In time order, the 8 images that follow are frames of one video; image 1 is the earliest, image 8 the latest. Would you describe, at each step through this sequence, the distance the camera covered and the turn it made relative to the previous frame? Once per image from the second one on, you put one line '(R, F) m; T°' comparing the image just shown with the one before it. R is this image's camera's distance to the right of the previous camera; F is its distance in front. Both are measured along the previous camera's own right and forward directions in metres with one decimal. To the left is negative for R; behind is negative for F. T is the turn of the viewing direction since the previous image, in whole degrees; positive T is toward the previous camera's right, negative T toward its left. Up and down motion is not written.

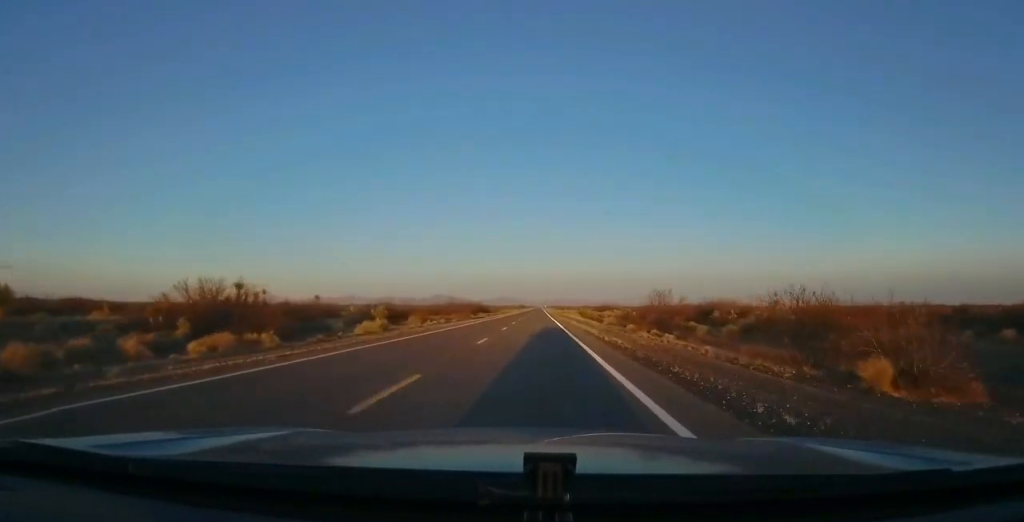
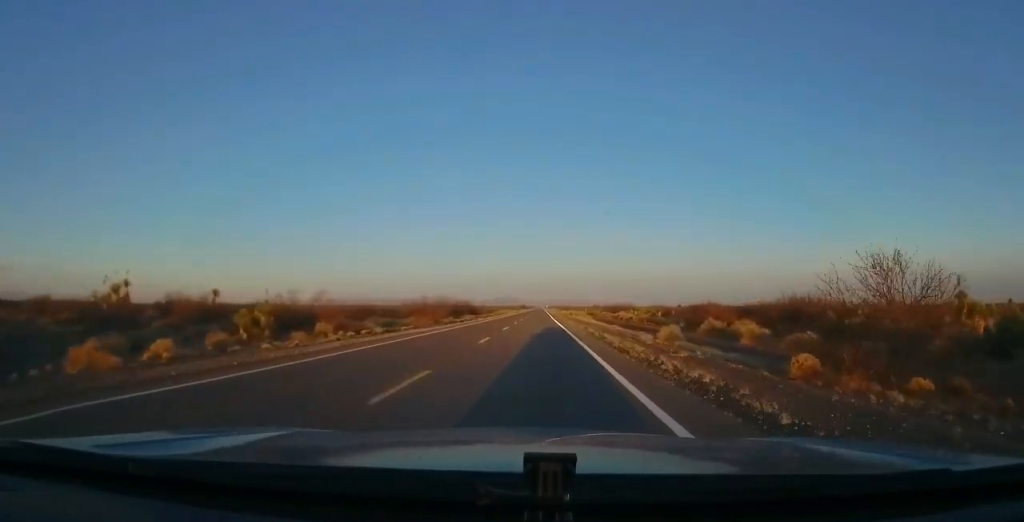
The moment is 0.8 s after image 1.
(+0.1, +23.3) m; +1°
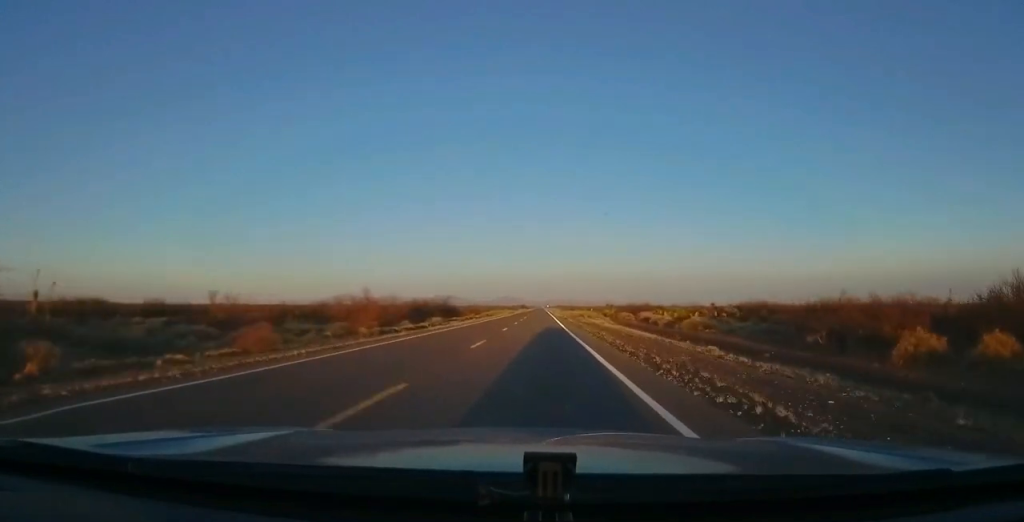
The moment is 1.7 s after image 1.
(+0.2, +26.2) m; +1°
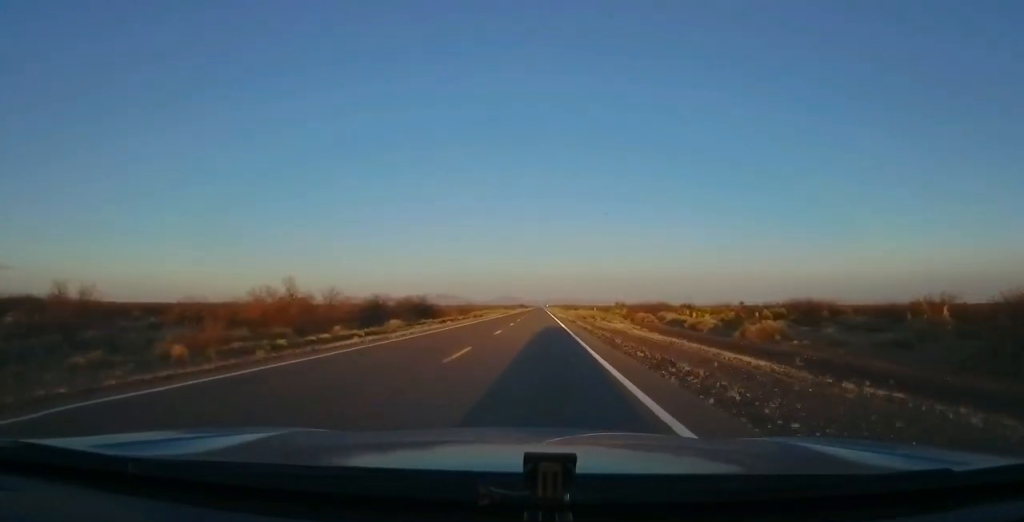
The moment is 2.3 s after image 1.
(0.0, +16.5) m; 0°
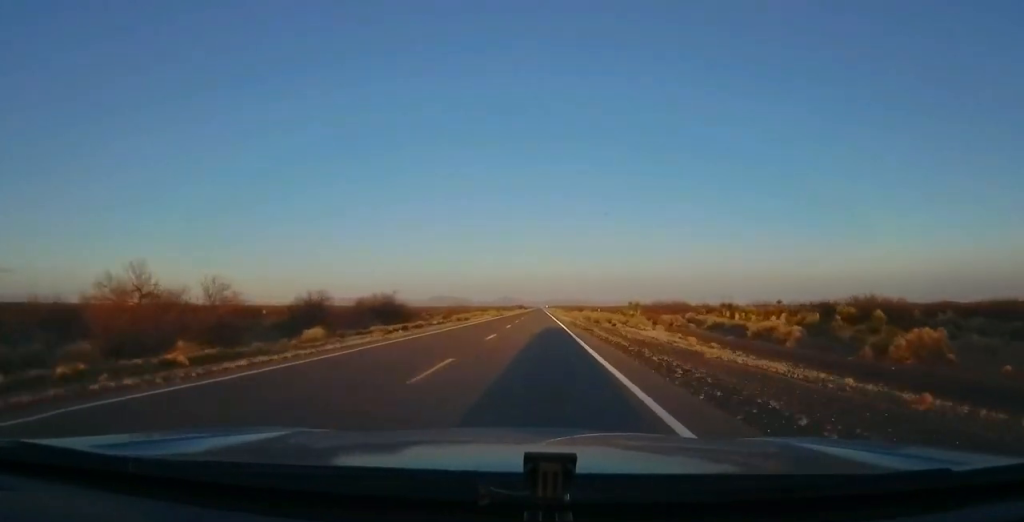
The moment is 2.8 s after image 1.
(0.0, +15.5) m; -1°
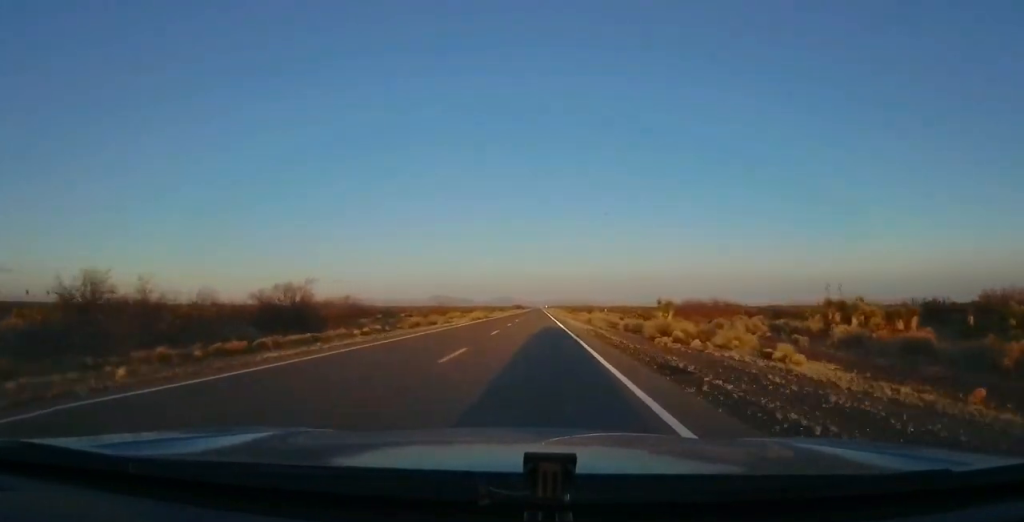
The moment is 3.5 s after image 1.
(-0.1, +21.3) m; -1°
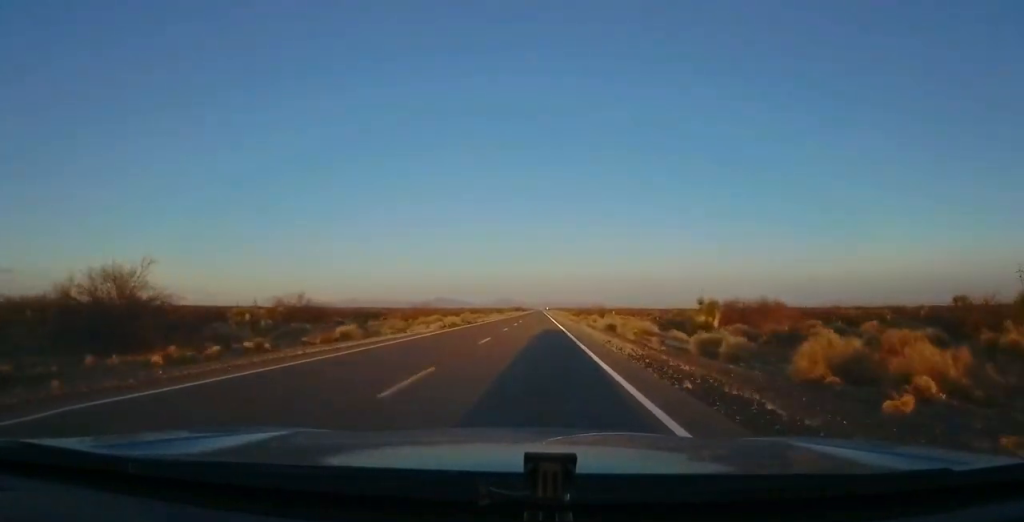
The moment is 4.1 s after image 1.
(-0.3, +16.5) m; 0°
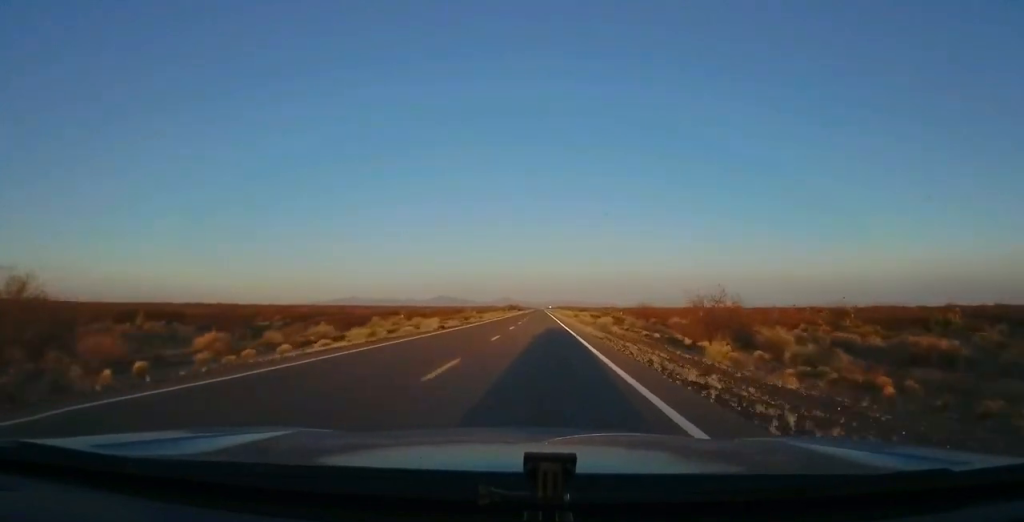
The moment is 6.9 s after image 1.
(+0.5, +82.1) m; +1°
